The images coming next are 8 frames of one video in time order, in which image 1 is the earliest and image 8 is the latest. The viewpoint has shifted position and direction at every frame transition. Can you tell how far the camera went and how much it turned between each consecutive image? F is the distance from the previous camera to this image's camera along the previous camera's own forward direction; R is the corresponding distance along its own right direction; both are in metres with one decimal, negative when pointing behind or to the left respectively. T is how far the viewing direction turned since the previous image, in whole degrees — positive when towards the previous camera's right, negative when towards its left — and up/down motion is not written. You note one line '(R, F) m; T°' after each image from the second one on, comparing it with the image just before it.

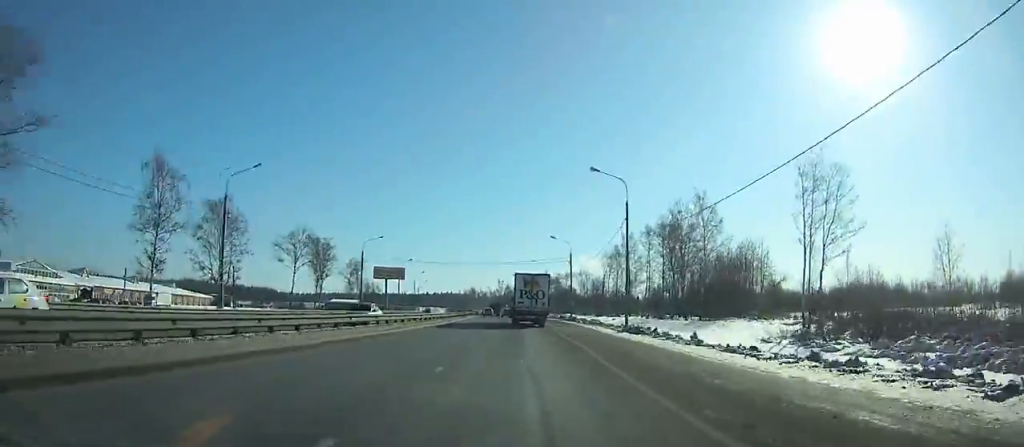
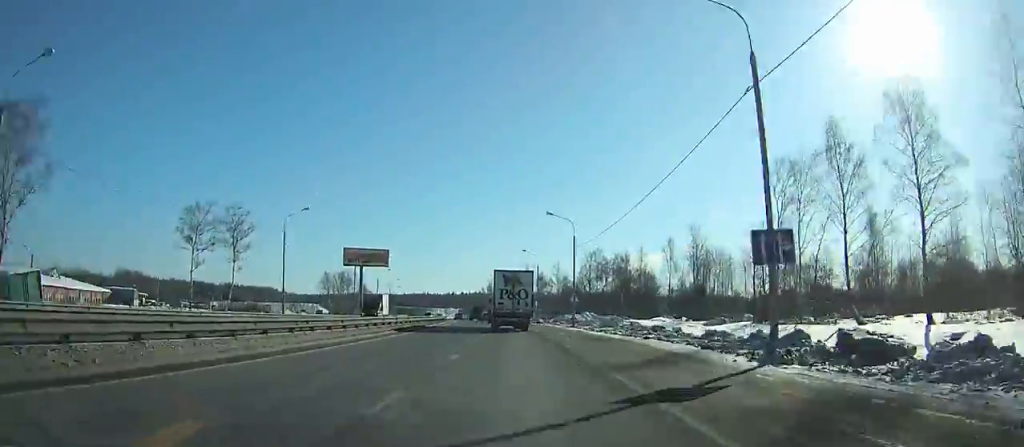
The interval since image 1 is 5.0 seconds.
(-1.5, +89.9) m; -3°
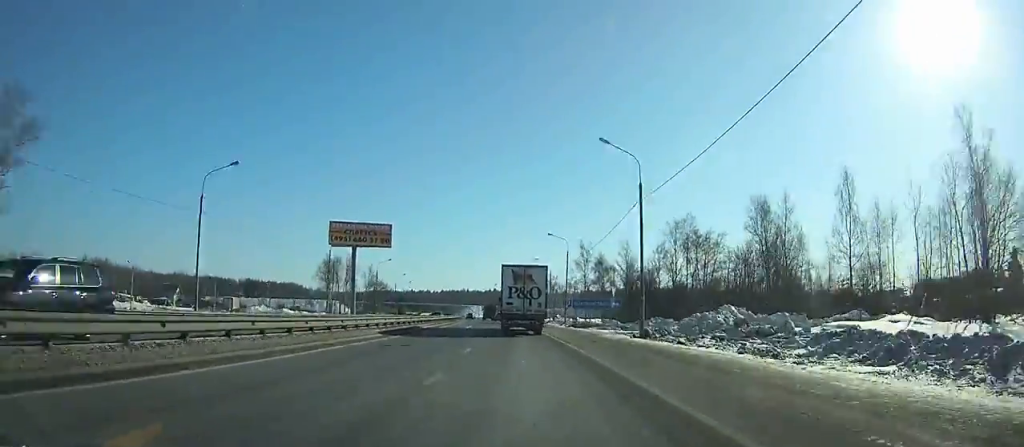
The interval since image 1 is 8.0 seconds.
(-1.6, +52.5) m; -4°
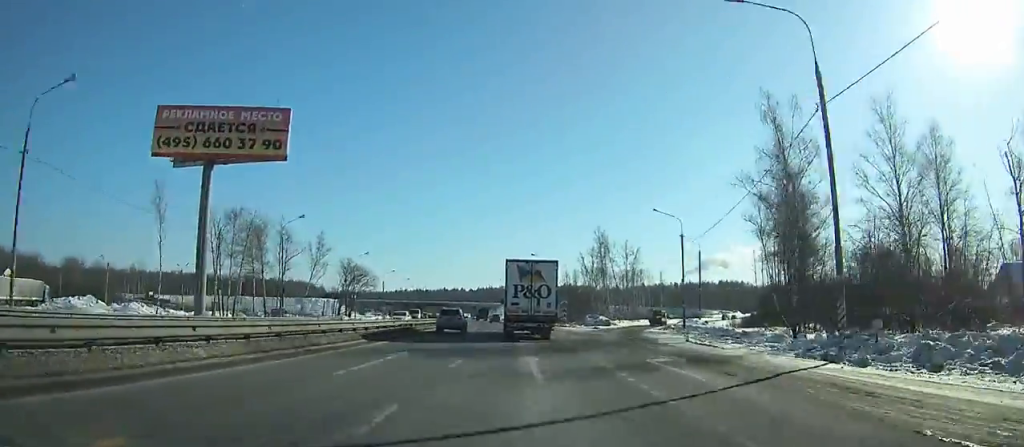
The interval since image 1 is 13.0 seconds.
(-4.5, +86.4) m; -5°
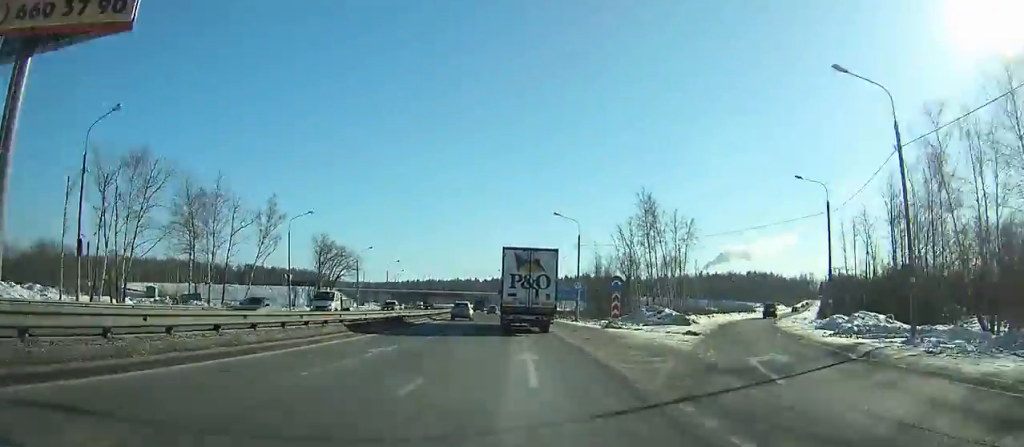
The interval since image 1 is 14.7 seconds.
(-0.6, +30.5) m; -2°
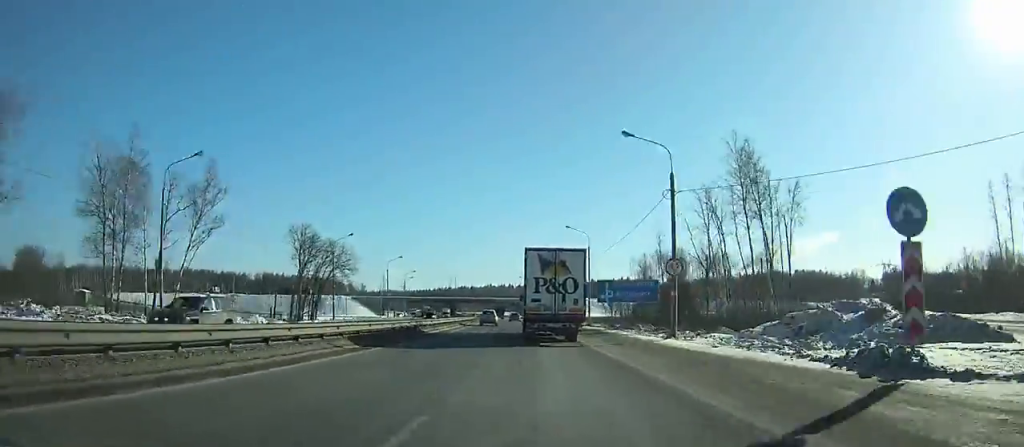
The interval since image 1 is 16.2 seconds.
(-0.1, +27.4) m; -2°
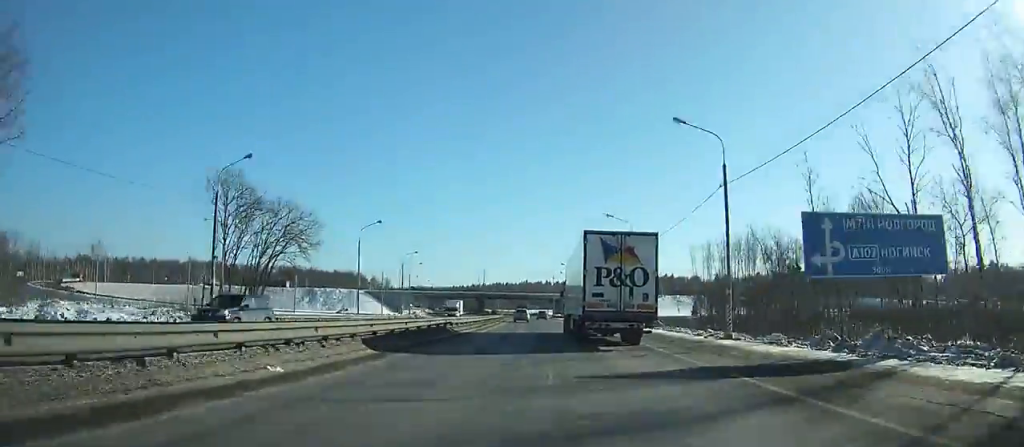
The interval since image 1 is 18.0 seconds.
(-1.1, +34.8) m; -2°
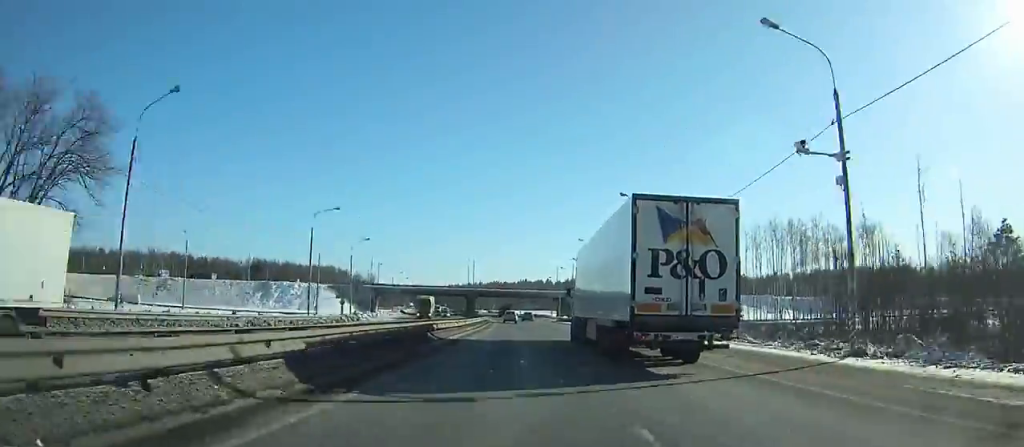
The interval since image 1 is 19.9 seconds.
(-0.8, +37.8) m; -2°
